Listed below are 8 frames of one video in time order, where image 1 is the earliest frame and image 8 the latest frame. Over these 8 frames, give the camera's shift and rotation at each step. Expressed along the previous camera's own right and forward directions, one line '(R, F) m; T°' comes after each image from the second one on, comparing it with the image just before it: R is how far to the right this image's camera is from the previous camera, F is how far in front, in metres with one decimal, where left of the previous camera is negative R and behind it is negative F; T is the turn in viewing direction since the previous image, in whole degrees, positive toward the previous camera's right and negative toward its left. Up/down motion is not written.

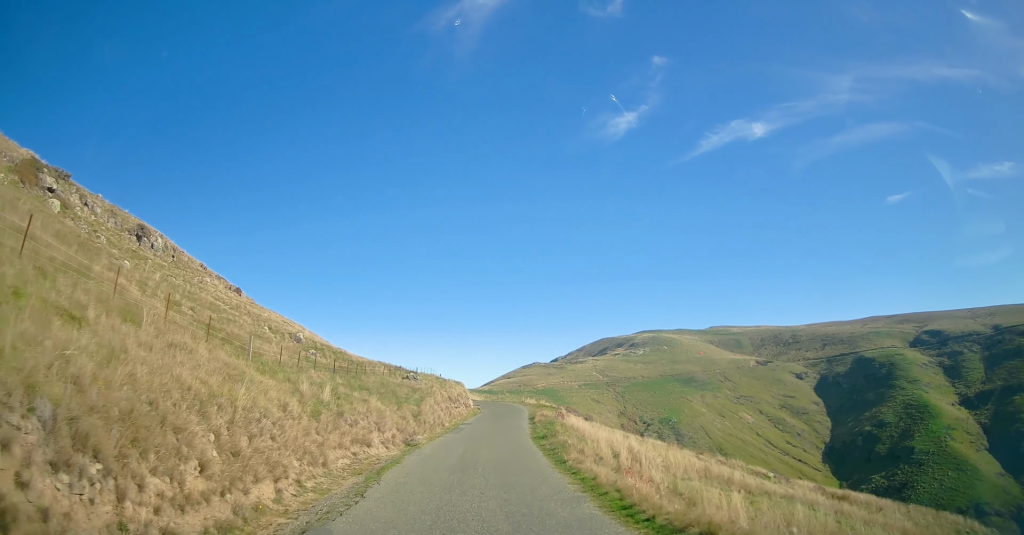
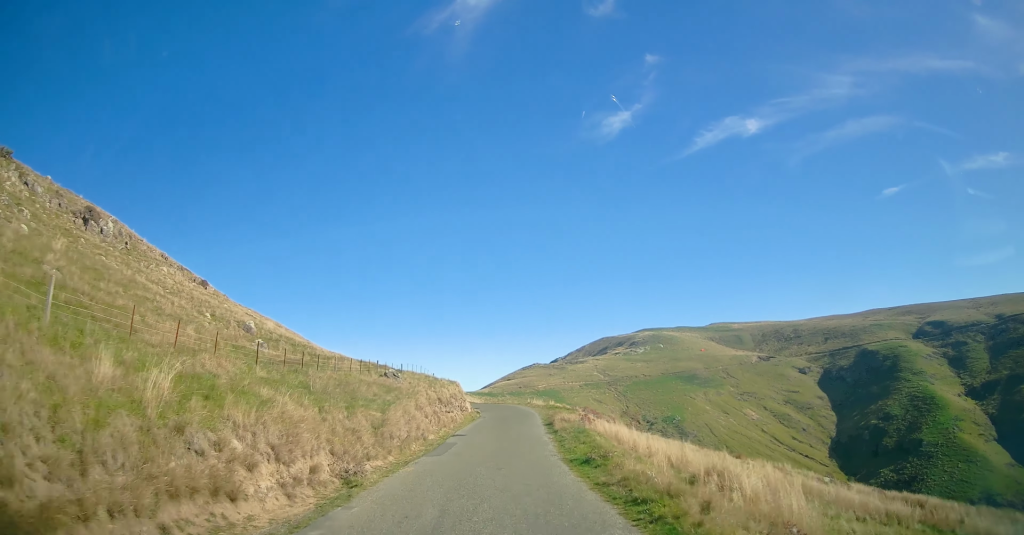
(0.0, +9.3) m; +1°
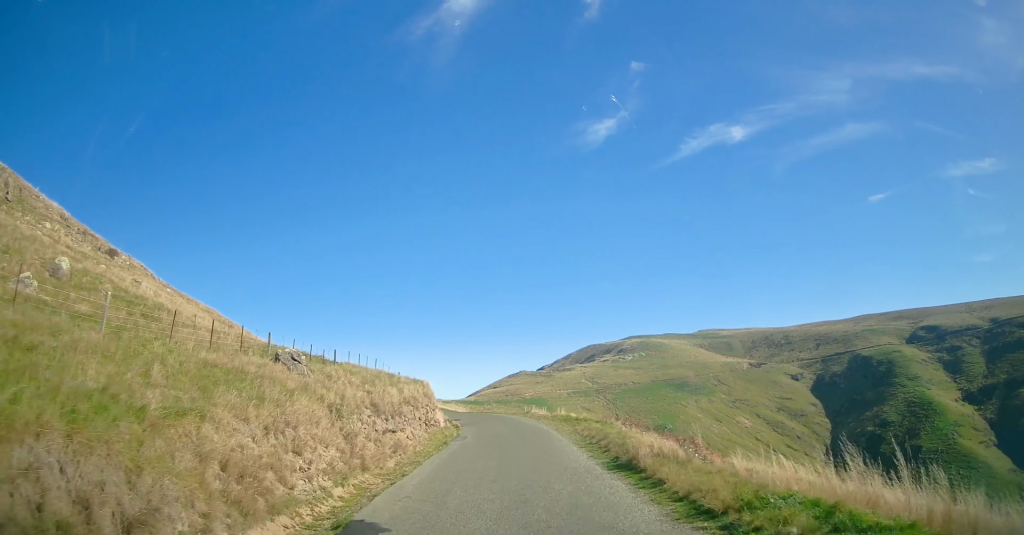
(+0.4, +16.0) m; 0°
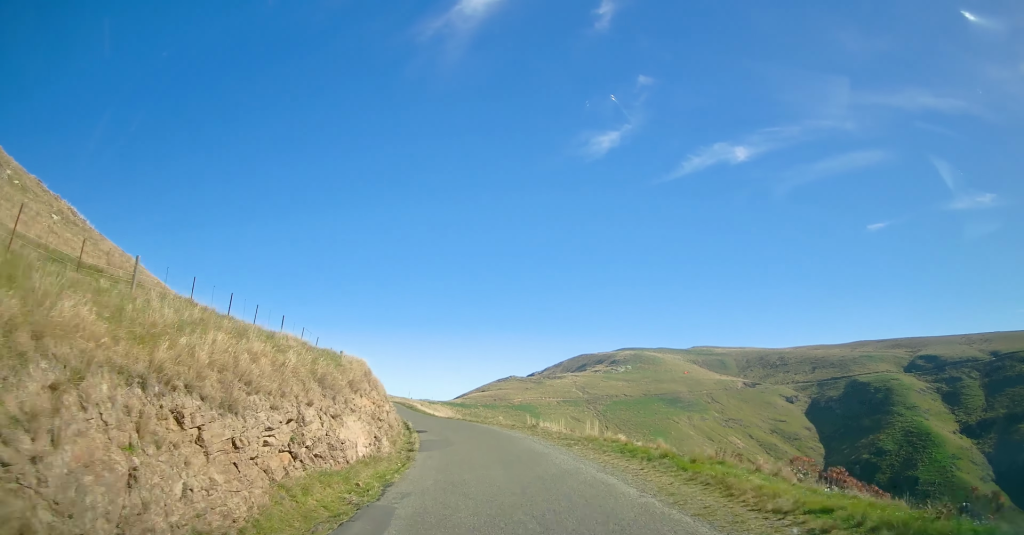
(-0.3, +17.0) m; 0°
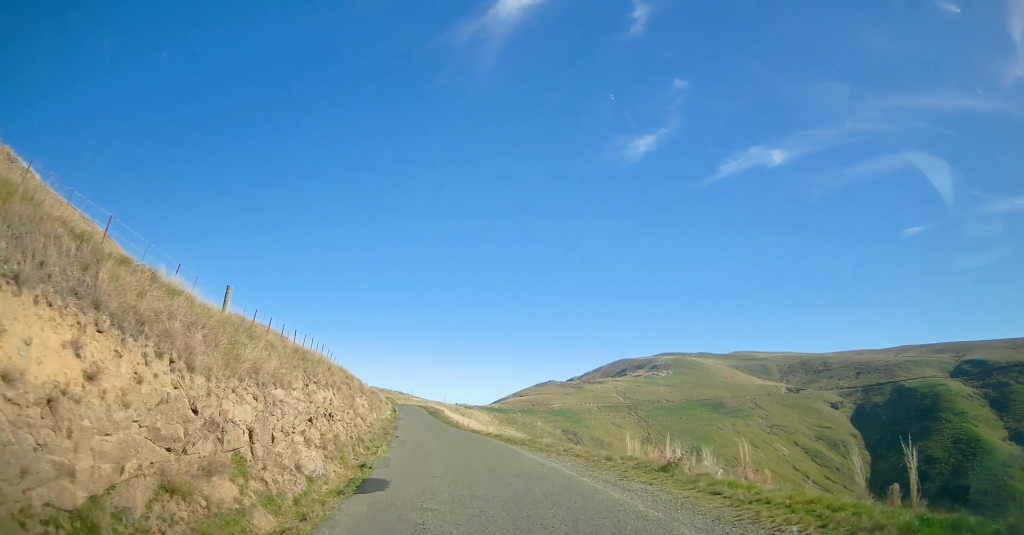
(+0.1, +18.2) m; -2°
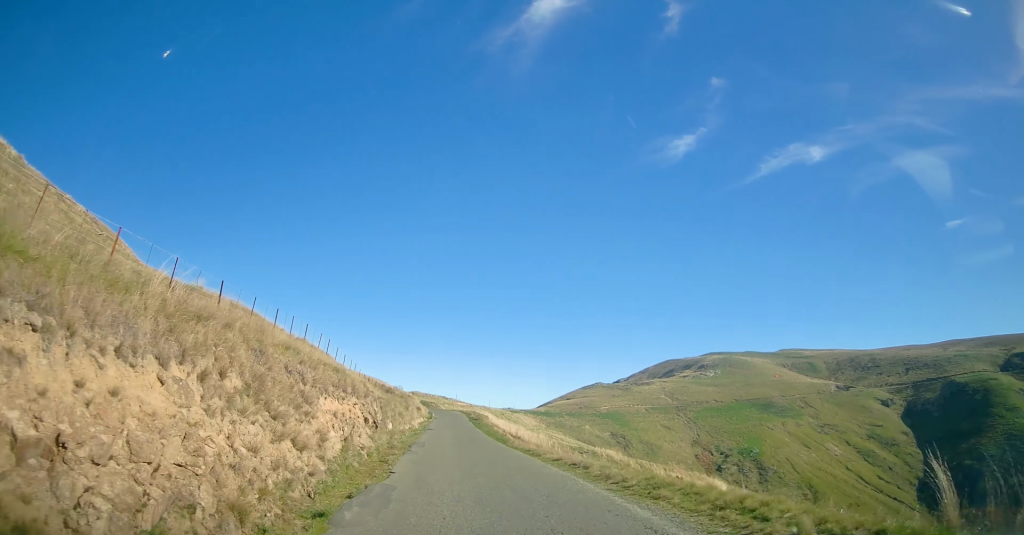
(-0.2, +11.2) m; -3°
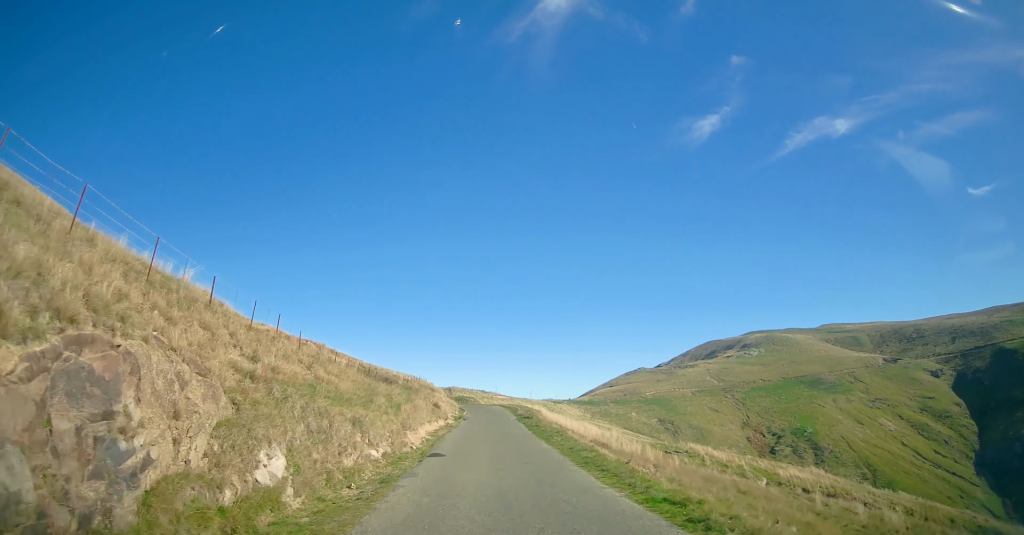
(-0.9, +20.9) m; -7°
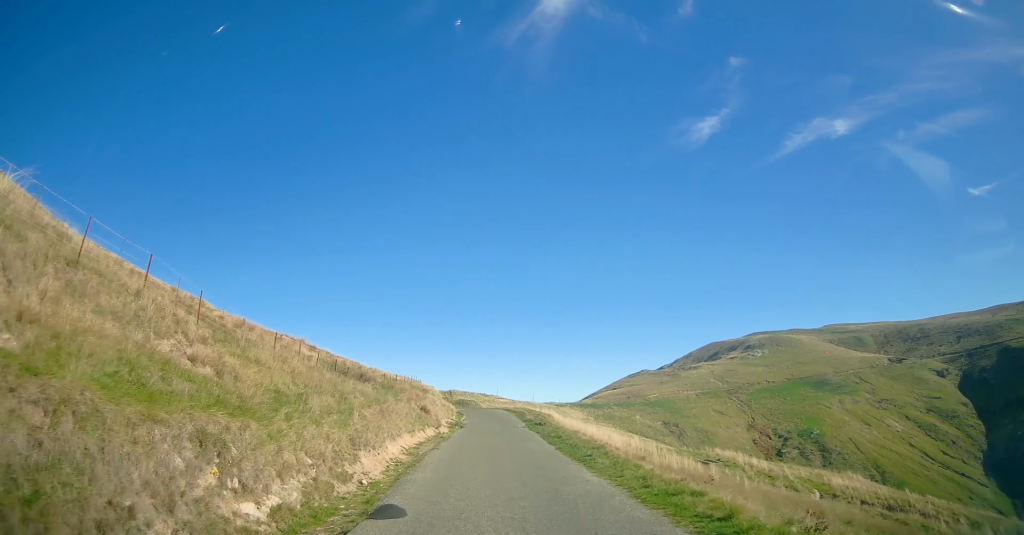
(-0.5, +7.5) m; -1°
